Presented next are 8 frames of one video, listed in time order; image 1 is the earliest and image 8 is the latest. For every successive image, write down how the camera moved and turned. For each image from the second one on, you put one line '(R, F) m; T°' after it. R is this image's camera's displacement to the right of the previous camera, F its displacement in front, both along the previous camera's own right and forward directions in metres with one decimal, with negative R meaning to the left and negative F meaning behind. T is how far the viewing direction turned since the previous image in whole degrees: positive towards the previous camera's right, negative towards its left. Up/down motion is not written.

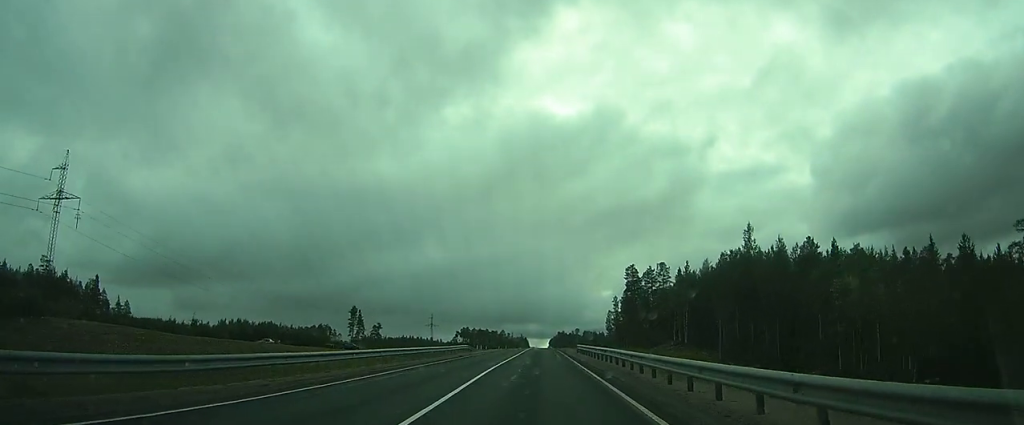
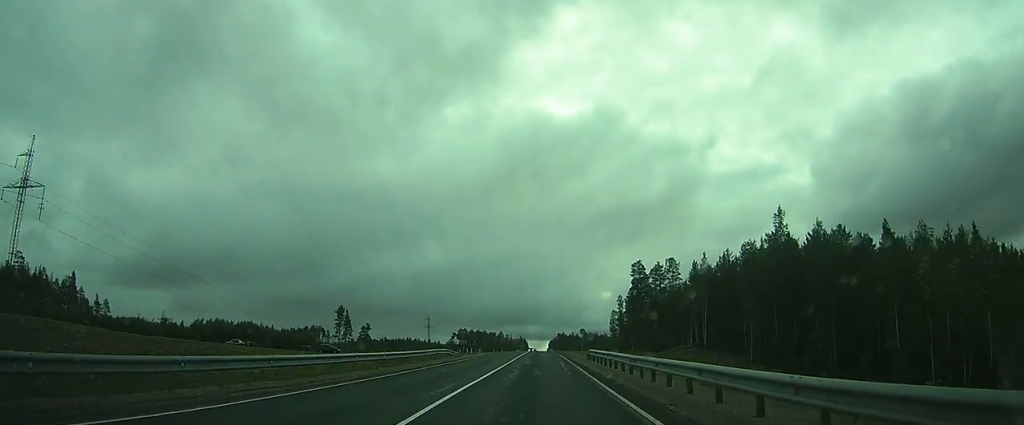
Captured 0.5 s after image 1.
(-0.1, +12.5) m; 0°
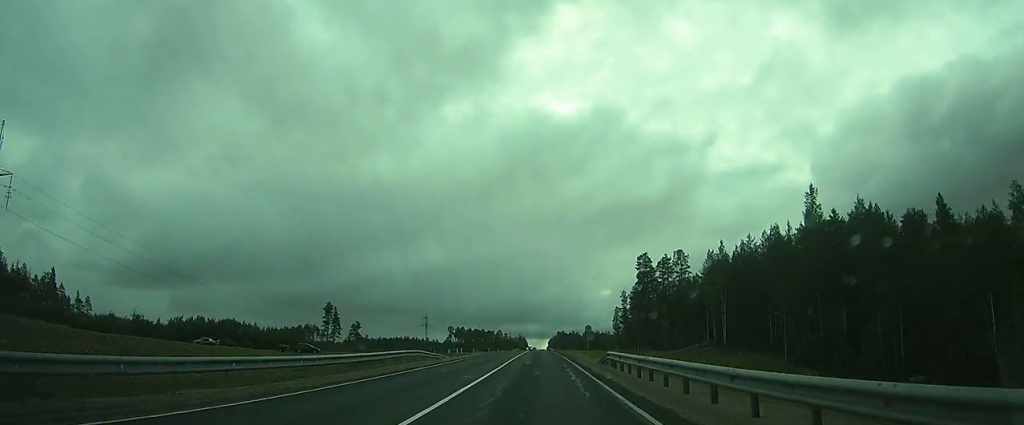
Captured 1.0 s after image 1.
(0.0, +10.2) m; 0°
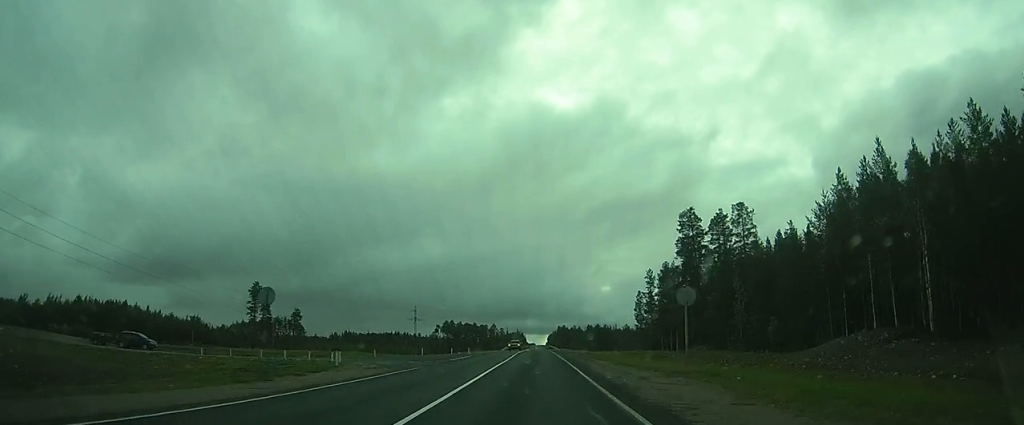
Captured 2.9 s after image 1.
(0.0, +45.6) m; 0°
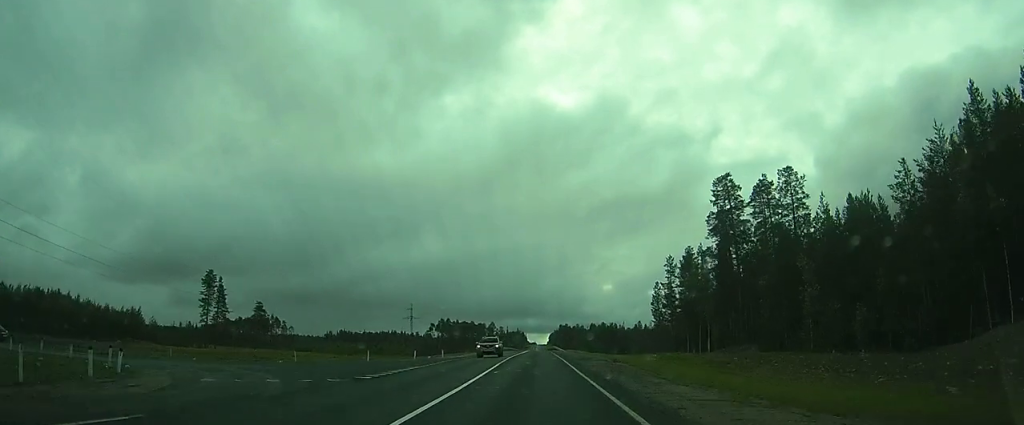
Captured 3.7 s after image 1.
(-0.1, +19.5) m; 0°
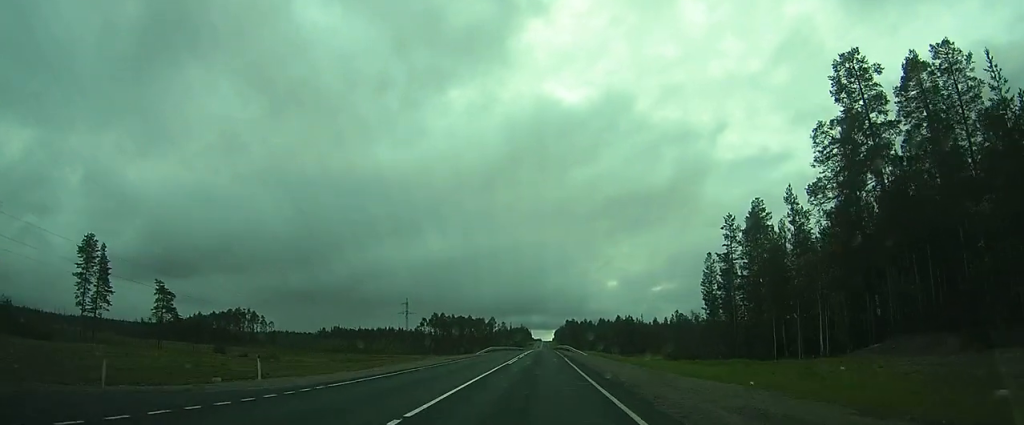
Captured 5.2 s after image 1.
(-0.1, +34.0) m; 0°
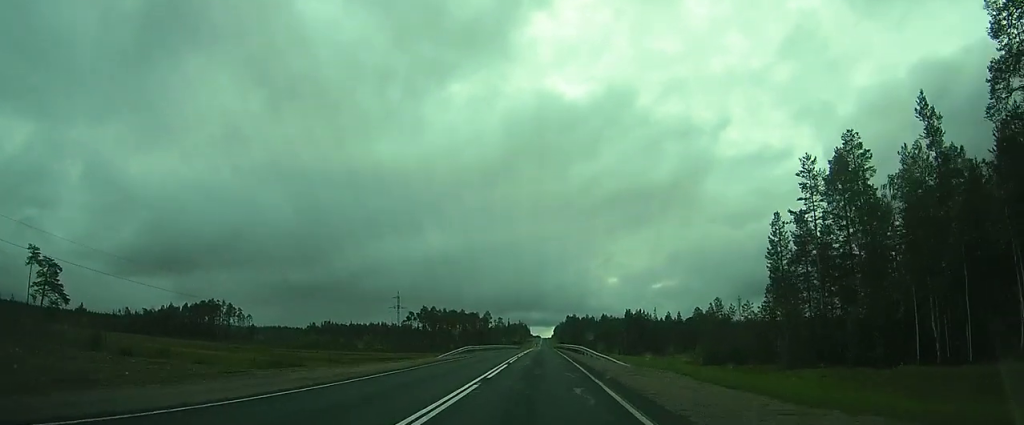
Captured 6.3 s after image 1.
(-0.1, +24.5) m; -1°
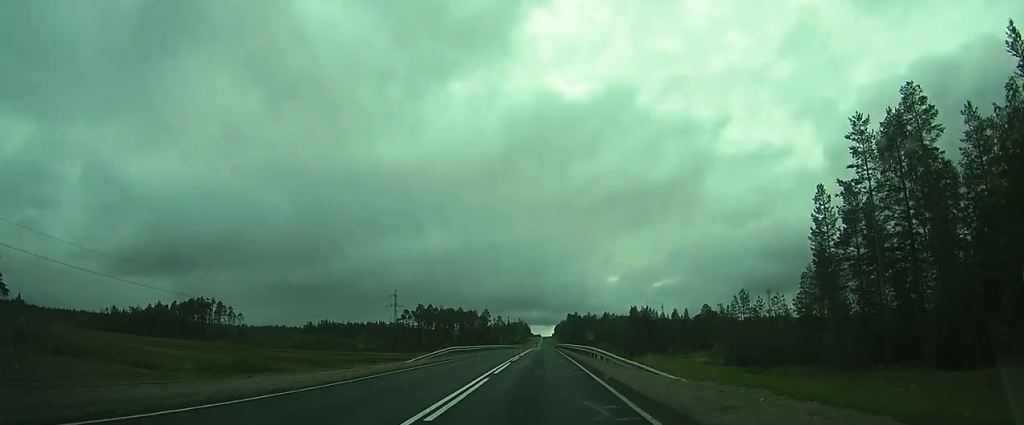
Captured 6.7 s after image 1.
(-0.1, +9.9) m; 0°
